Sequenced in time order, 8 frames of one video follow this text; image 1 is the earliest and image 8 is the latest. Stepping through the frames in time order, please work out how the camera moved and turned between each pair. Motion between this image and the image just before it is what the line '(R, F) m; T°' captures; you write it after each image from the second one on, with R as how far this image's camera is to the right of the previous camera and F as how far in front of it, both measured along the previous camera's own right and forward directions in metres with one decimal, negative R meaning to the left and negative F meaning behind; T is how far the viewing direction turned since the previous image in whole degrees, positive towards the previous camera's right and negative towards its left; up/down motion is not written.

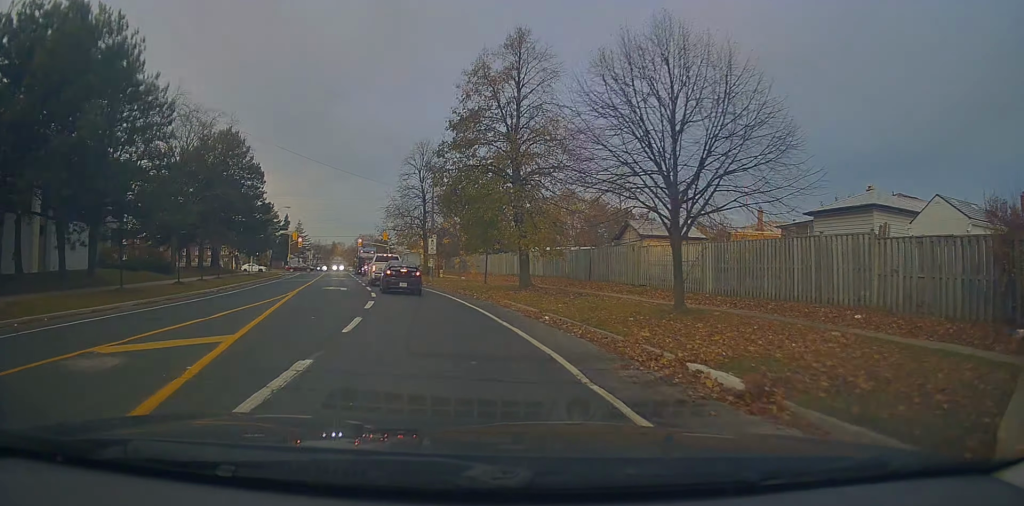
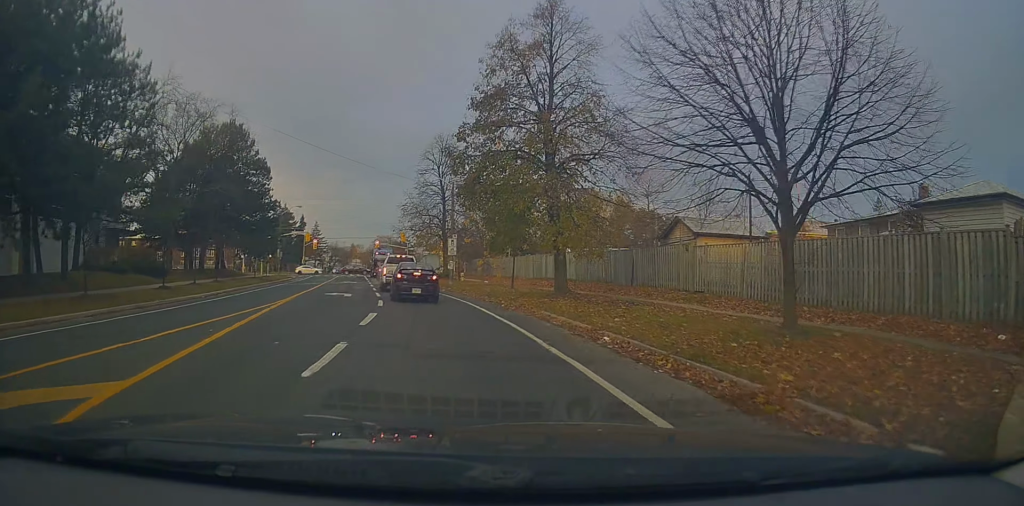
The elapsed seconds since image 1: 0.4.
(+0.1, +4.9) m; -4°
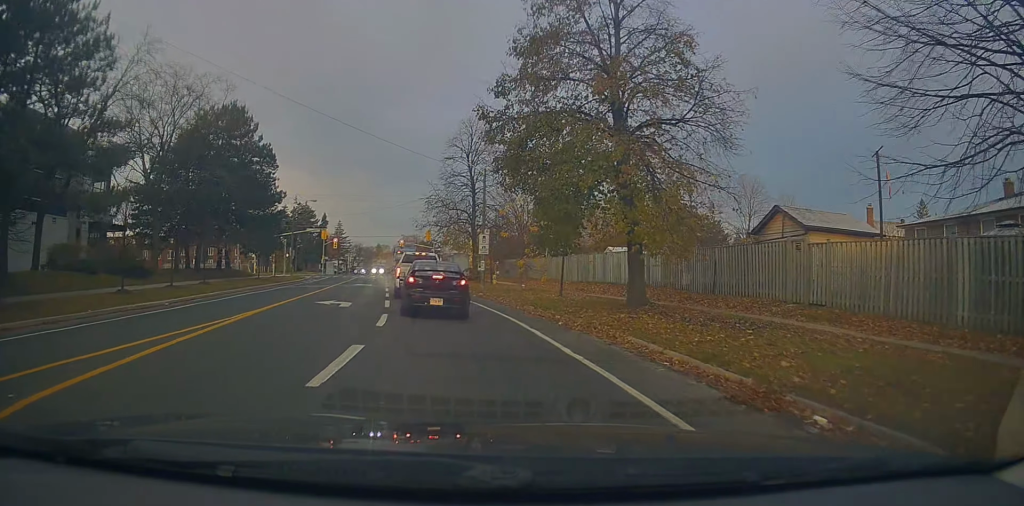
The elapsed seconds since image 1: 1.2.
(-0.9, +7.3) m; -8°
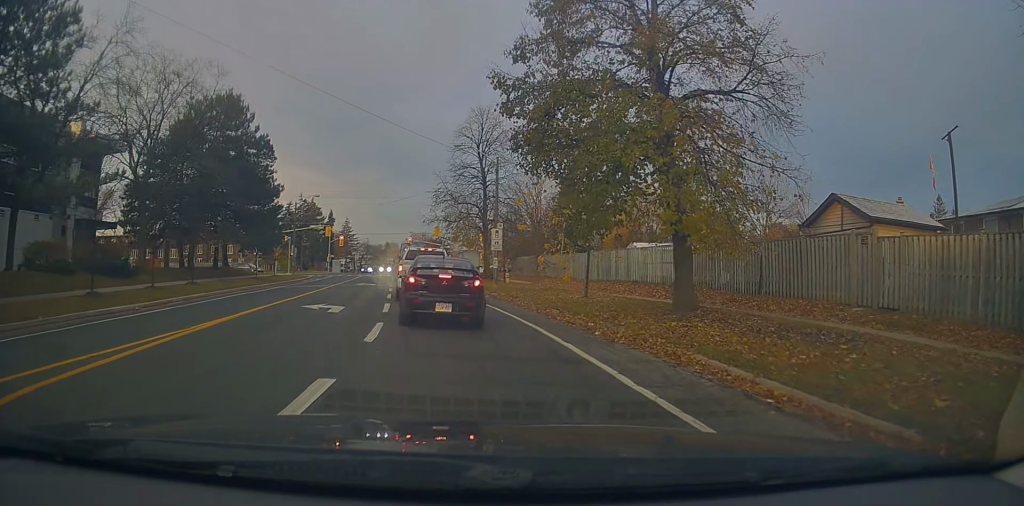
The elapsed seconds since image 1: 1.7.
(-0.2, +3.7) m; -1°
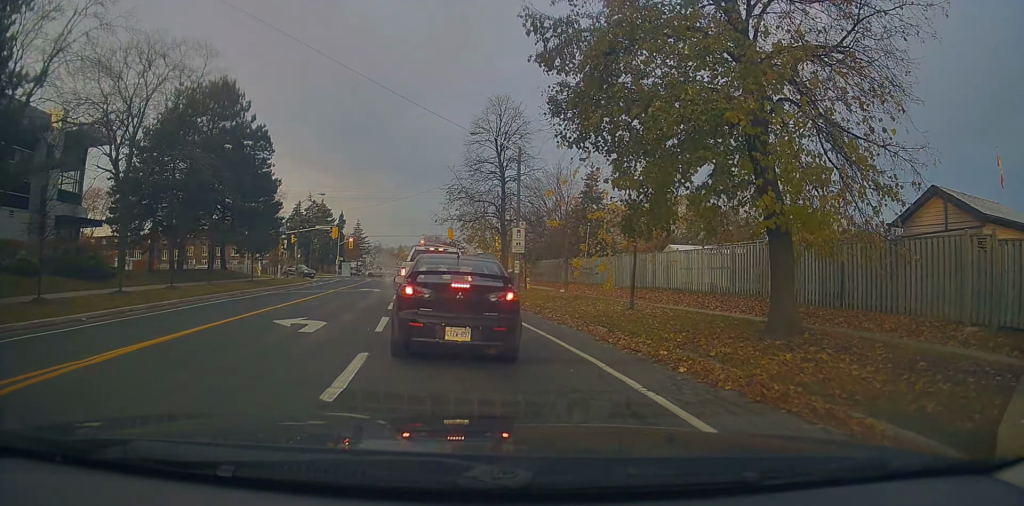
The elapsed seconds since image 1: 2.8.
(0.0, +5.9) m; +2°
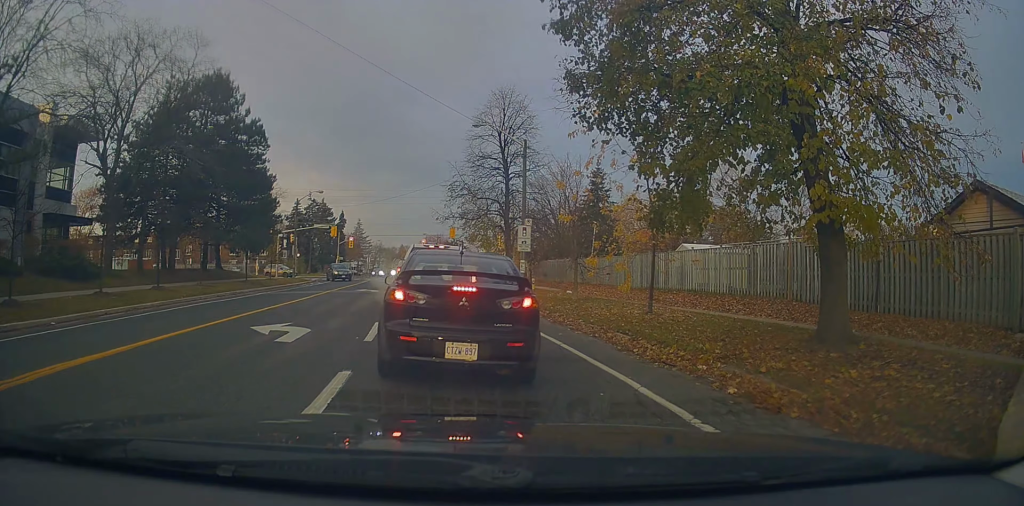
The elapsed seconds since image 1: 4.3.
(-0.2, +3.1) m; 0°
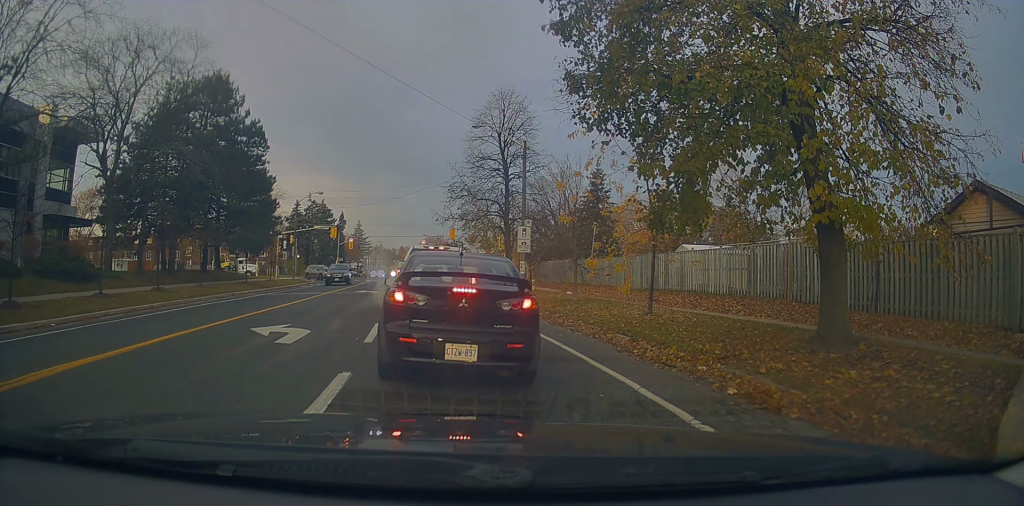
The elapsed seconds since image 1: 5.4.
(-0.1, +0.1) m; 0°
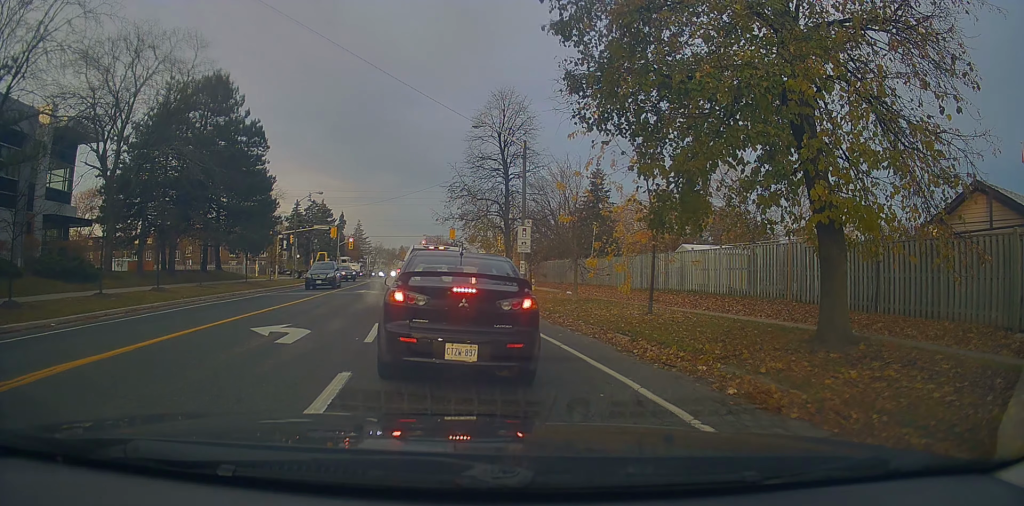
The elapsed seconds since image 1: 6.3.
(0.0, 0.0) m; 0°
